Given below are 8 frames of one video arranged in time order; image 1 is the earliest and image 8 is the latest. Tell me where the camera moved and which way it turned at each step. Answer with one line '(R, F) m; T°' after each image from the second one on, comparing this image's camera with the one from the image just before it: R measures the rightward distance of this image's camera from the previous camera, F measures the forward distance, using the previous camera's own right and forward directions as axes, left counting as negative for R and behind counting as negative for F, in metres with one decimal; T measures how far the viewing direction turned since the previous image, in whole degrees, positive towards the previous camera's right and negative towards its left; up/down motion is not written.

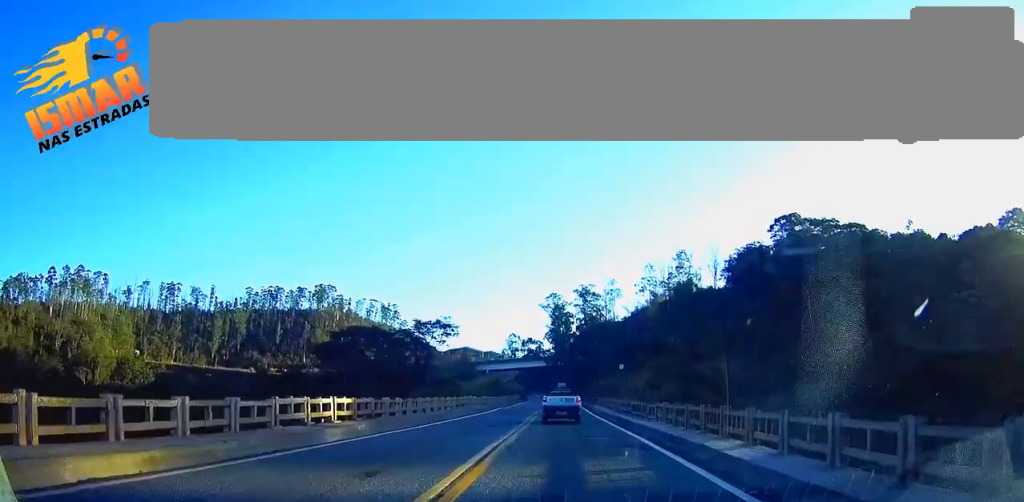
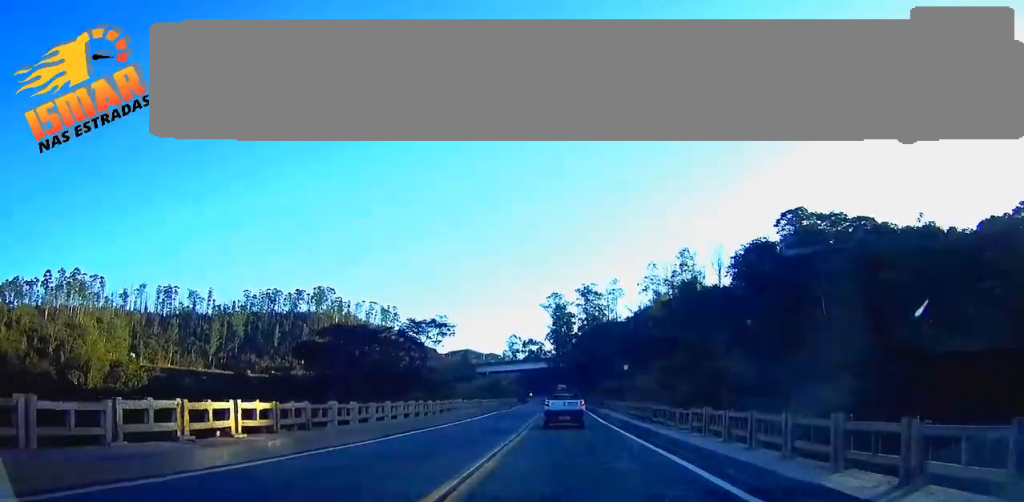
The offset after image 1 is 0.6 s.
(0.0, +6.4) m; 0°
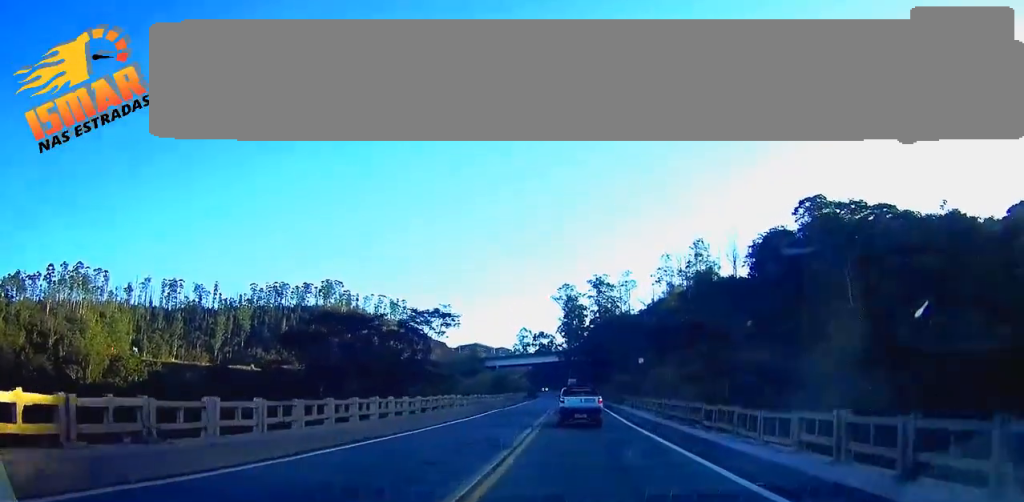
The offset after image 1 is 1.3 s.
(0.0, +7.9) m; +1°
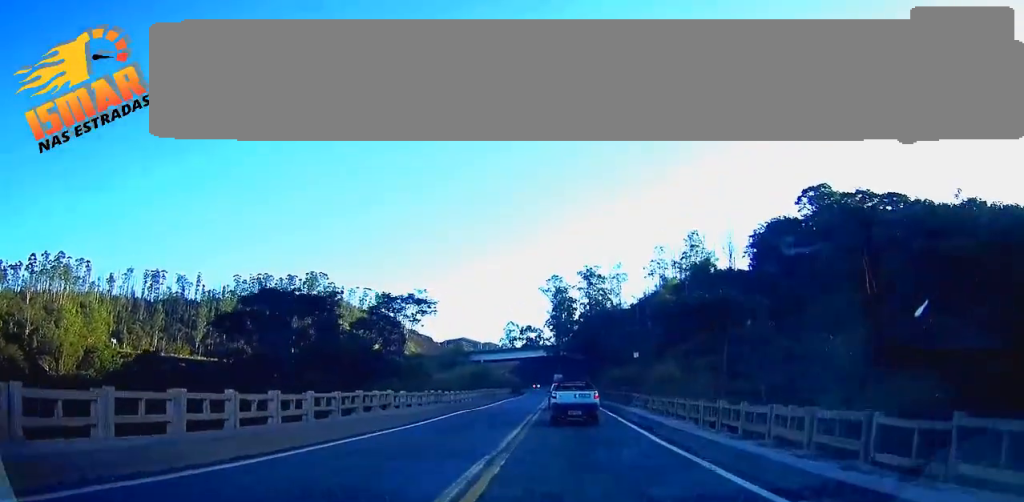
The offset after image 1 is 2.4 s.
(+0.1, +11.7) m; +1°
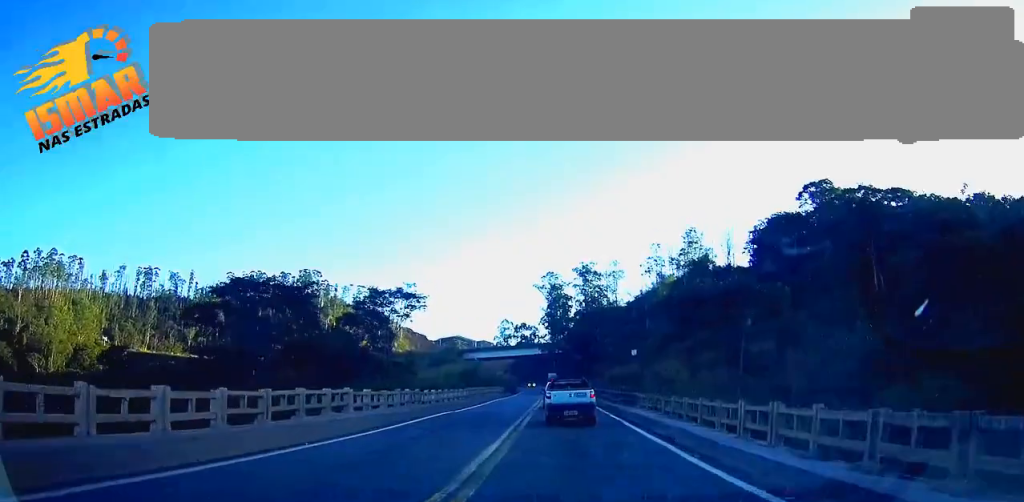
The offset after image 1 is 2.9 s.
(0.0, +4.6) m; 0°
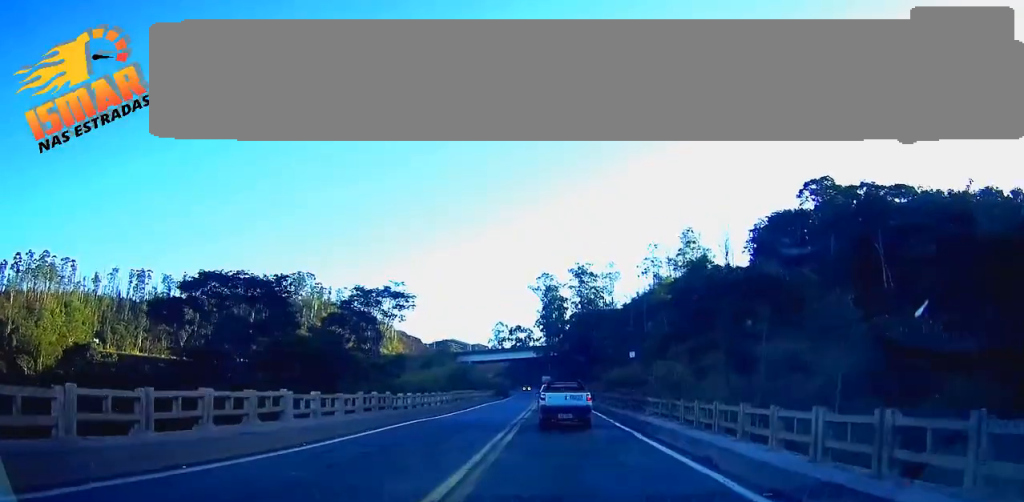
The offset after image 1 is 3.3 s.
(0.0, +4.6) m; 0°
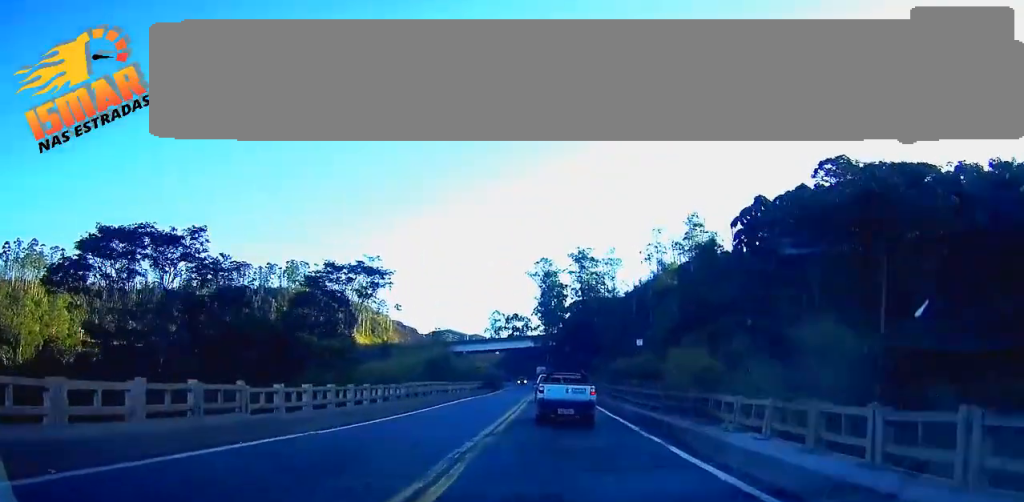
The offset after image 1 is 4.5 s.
(0.0, +12.7) m; +1°
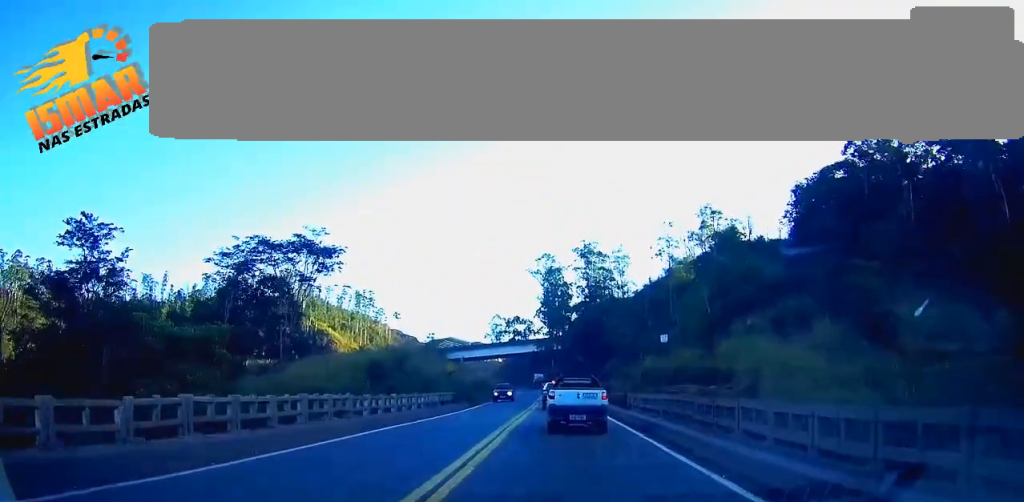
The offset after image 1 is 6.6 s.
(+0.2, +22.1) m; -1°
